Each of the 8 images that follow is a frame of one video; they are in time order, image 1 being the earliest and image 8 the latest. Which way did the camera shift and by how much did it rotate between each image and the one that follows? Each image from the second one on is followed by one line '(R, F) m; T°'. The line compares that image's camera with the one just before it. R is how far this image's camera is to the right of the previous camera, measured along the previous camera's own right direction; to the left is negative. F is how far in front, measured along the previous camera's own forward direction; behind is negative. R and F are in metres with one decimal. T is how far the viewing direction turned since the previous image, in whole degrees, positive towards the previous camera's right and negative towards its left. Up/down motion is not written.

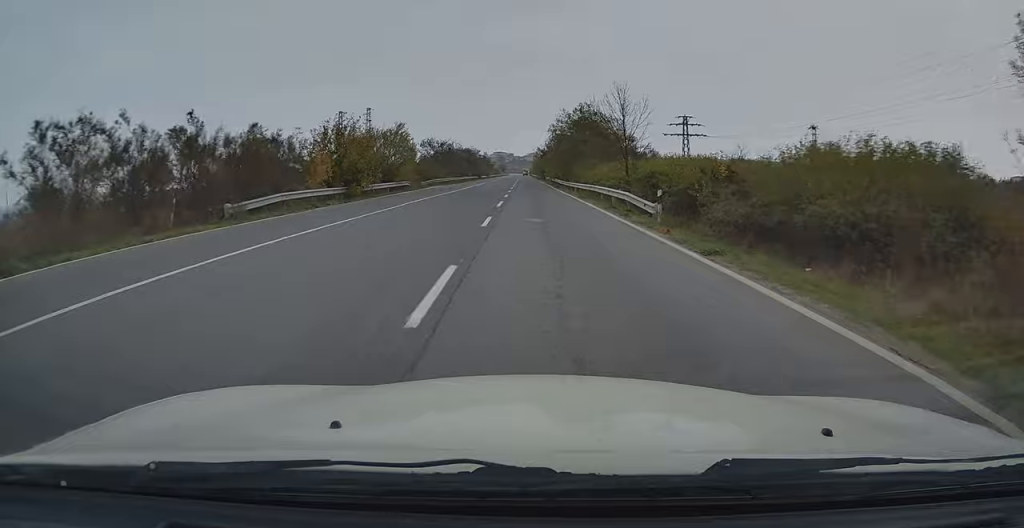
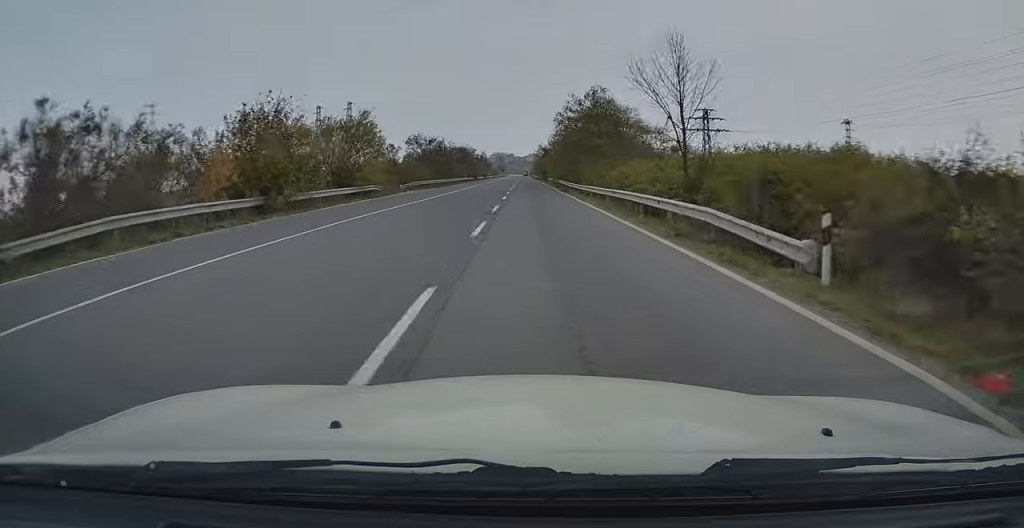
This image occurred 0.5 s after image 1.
(0.0, +11.0) m; 0°
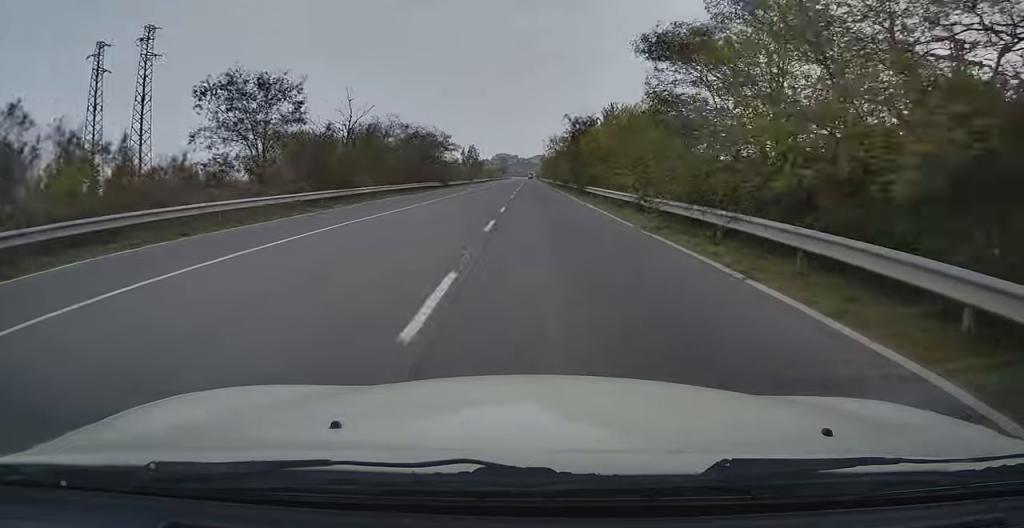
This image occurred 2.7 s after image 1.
(-0.2, +52.0) m; 0°
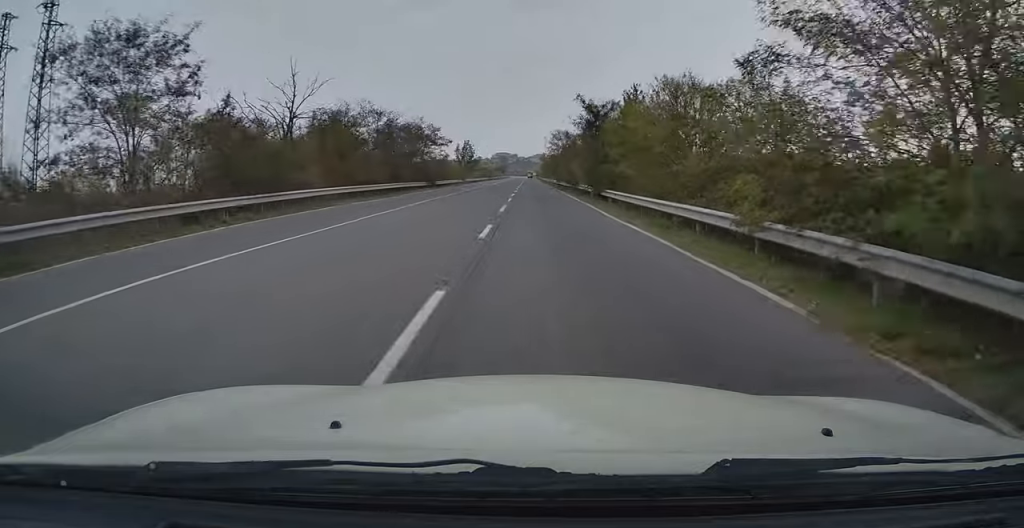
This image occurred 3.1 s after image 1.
(0.0, +10.3) m; 0°
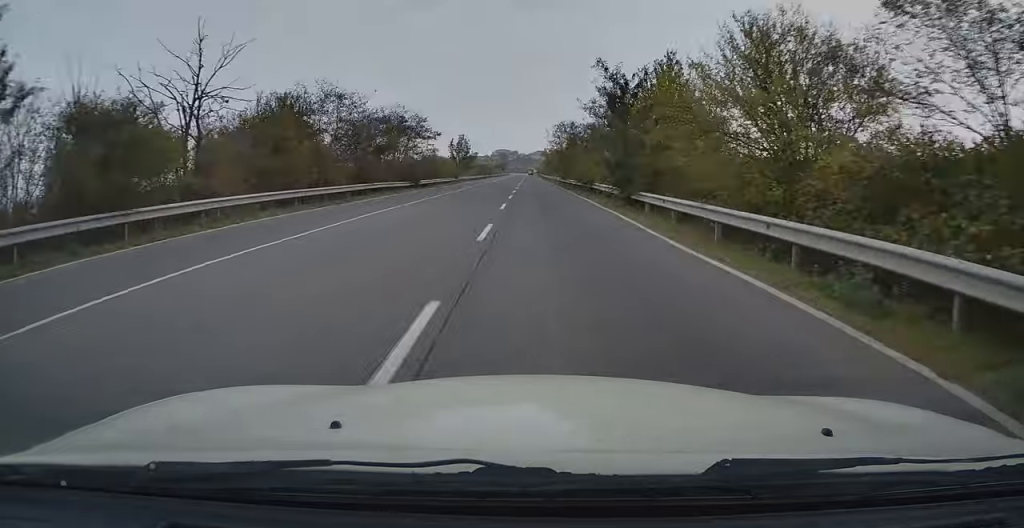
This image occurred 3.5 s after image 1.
(0.0, +9.5) m; 0°
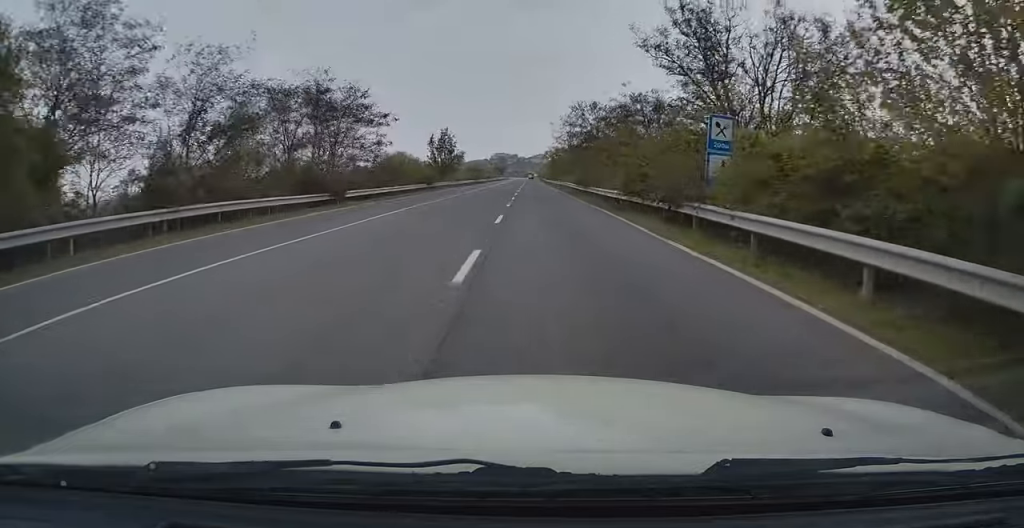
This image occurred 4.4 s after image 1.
(-0.1, +22.2) m; 0°
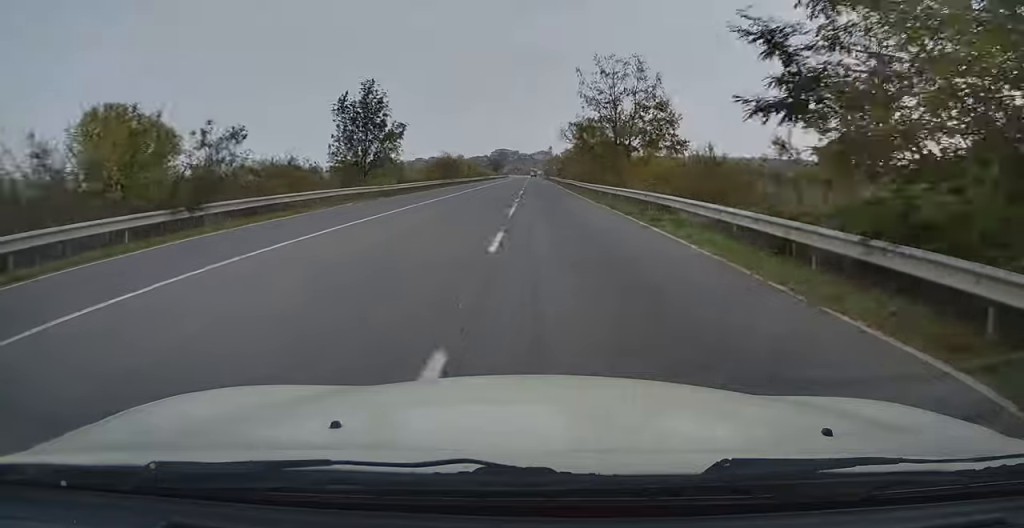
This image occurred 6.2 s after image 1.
(0.0, +41.9) m; 0°
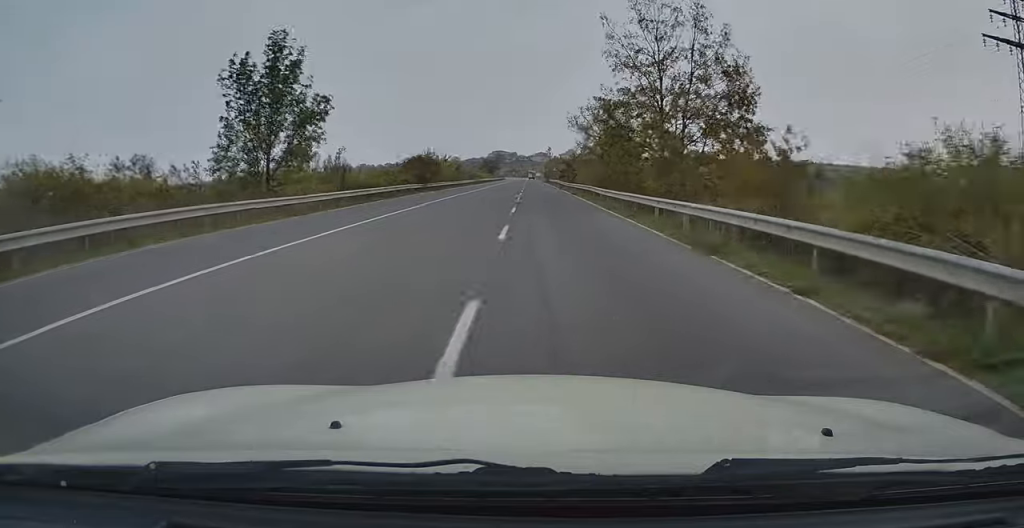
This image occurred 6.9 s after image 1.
(0.0, +15.8) m; 0°
